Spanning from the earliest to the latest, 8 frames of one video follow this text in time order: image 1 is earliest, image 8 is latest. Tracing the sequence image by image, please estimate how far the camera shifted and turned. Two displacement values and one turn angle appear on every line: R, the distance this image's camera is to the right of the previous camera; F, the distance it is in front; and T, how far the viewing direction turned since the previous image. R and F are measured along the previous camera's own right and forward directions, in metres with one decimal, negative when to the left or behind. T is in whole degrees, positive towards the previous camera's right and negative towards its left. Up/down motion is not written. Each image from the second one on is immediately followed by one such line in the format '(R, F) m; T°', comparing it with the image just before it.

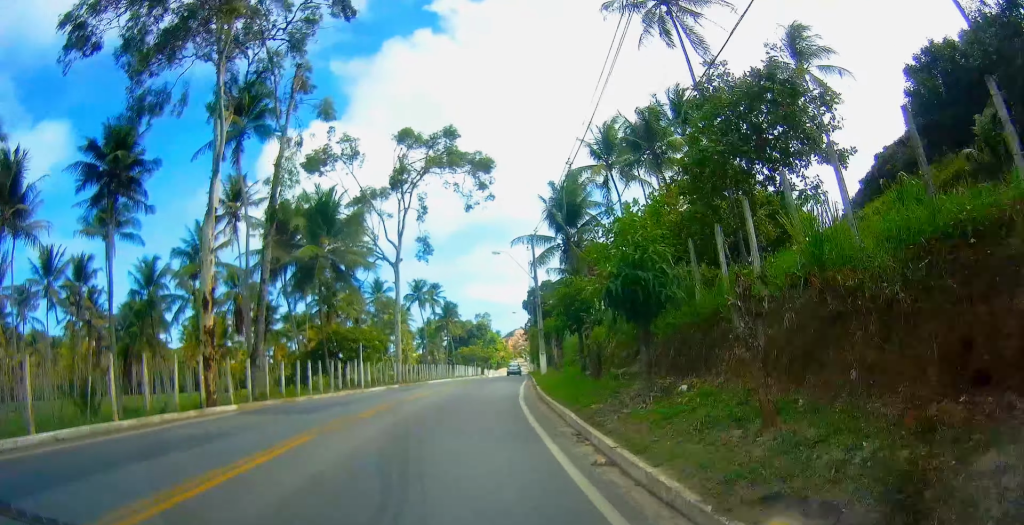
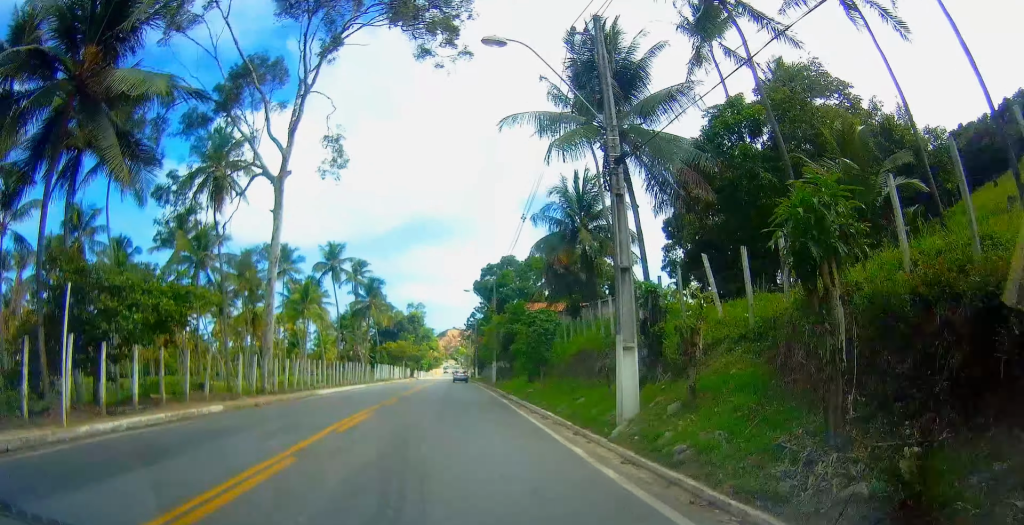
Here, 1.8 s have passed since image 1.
(+1.1, +25.4) m; +5°
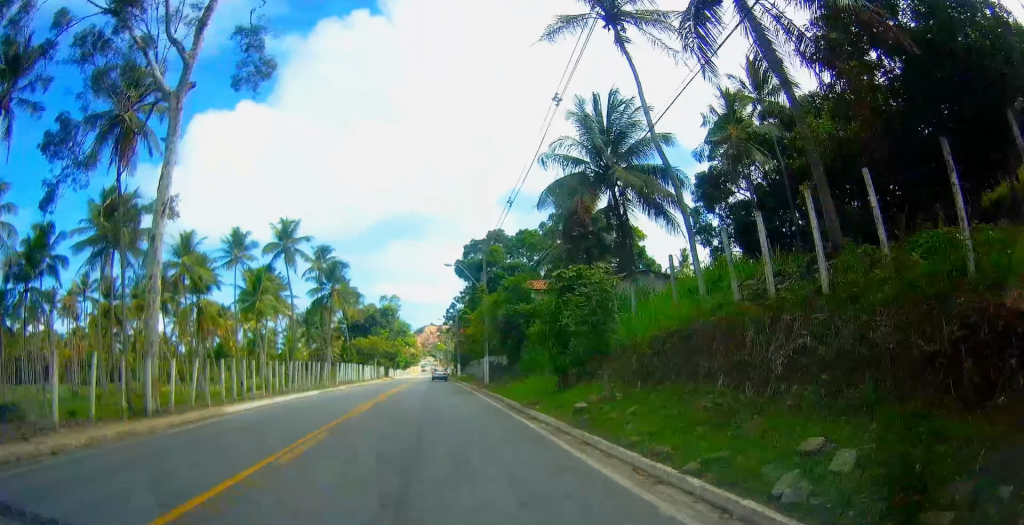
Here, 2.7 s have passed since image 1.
(0.0, +12.0) m; +4°
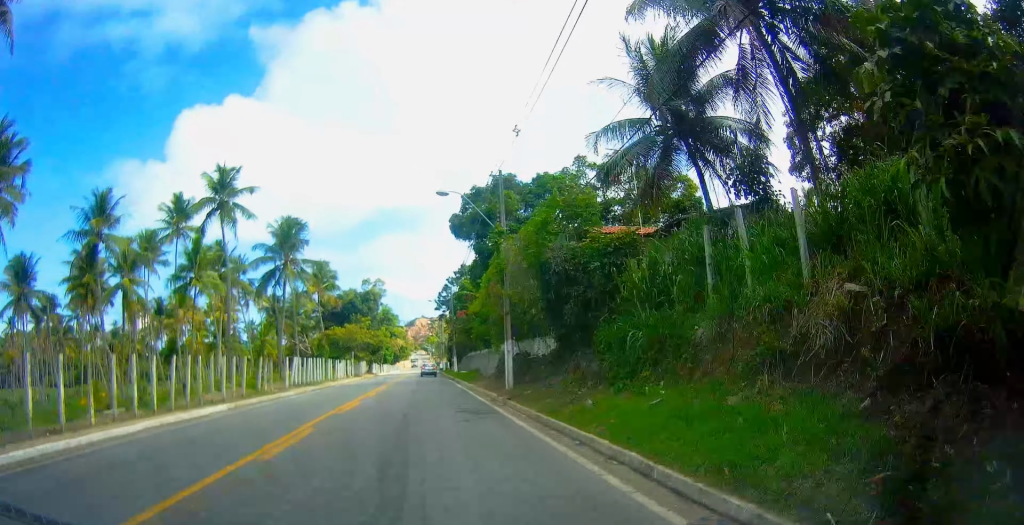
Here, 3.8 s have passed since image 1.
(+1.0, +16.0) m; 0°
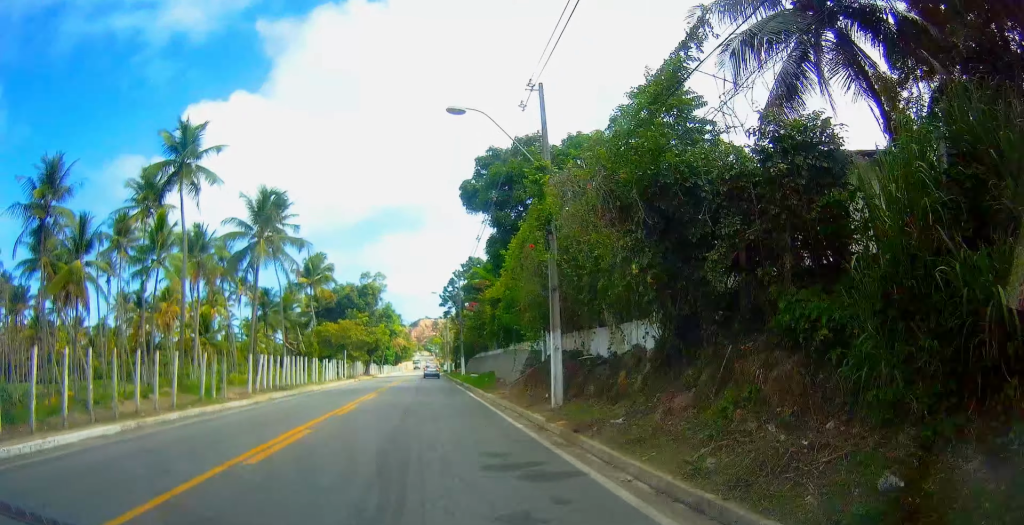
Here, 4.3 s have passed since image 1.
(-0.6, +8.6) m; -1°
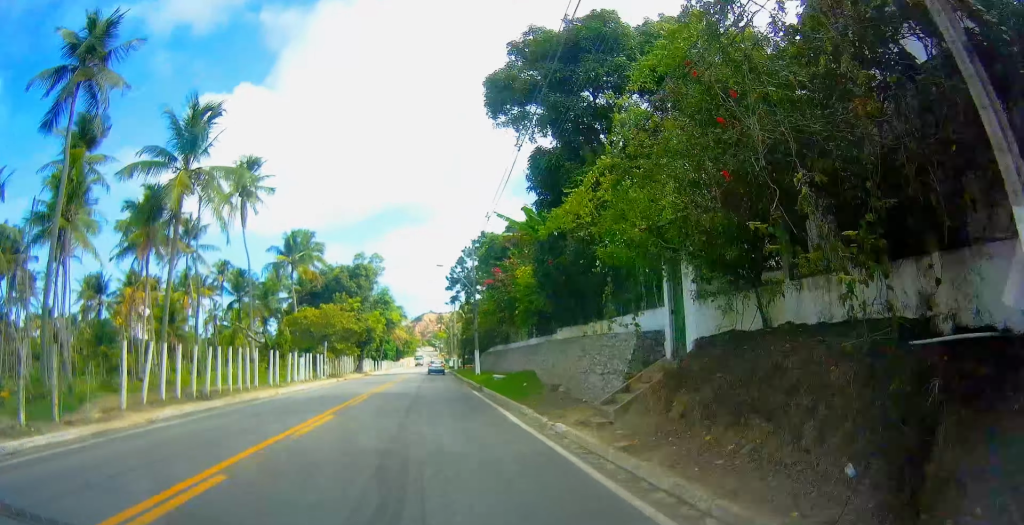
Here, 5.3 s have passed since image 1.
(+0.3, +13.6) m; +1°
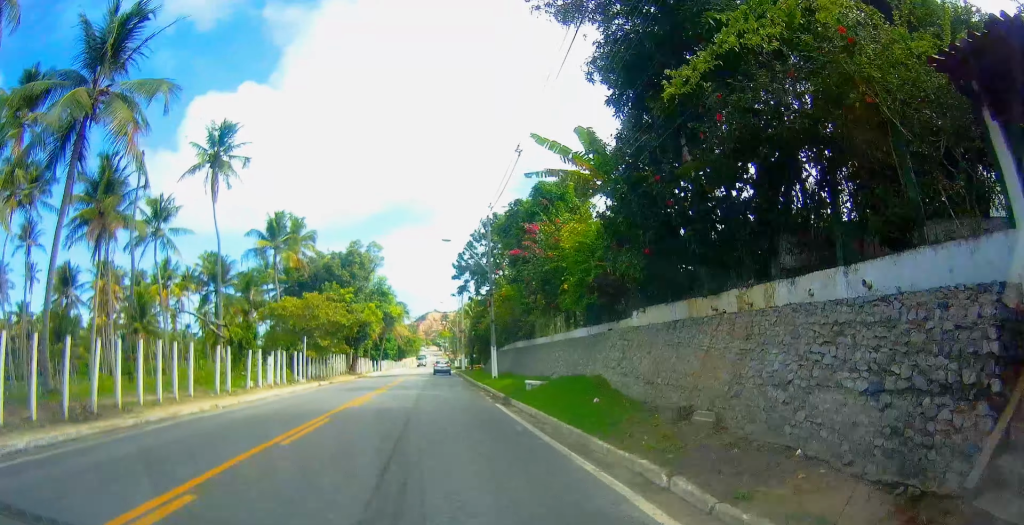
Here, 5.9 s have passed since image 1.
(0.0, +9.3) m; 0°
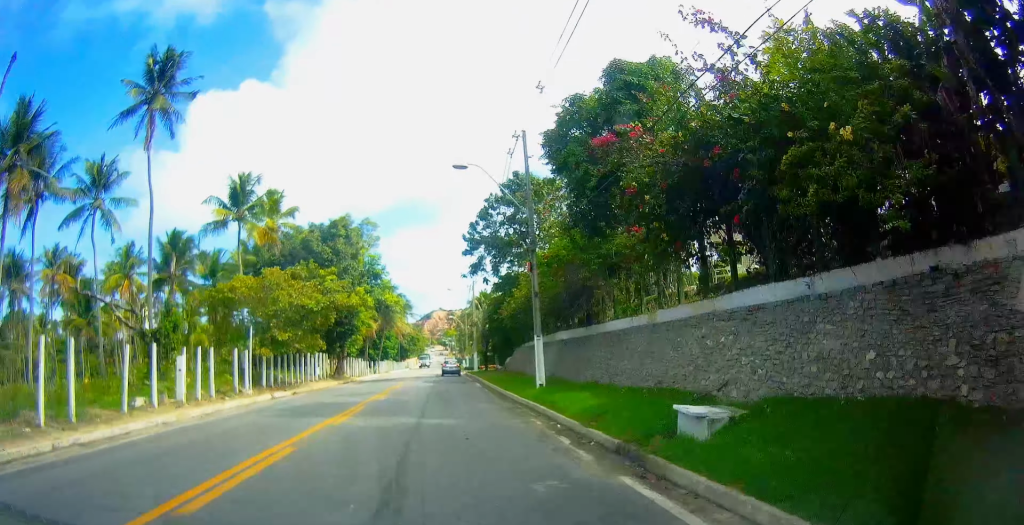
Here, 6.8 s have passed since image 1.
(-0.2, +12.9) m; -1°
